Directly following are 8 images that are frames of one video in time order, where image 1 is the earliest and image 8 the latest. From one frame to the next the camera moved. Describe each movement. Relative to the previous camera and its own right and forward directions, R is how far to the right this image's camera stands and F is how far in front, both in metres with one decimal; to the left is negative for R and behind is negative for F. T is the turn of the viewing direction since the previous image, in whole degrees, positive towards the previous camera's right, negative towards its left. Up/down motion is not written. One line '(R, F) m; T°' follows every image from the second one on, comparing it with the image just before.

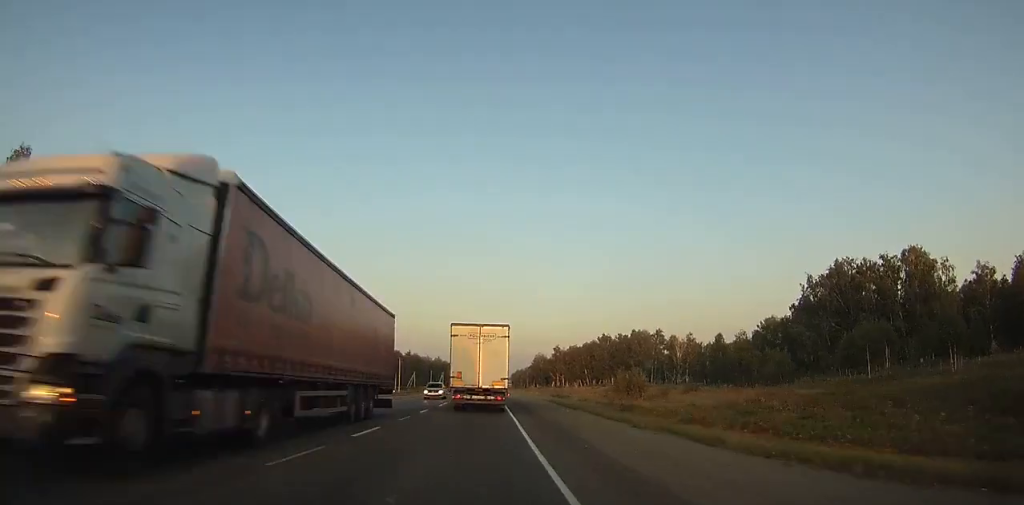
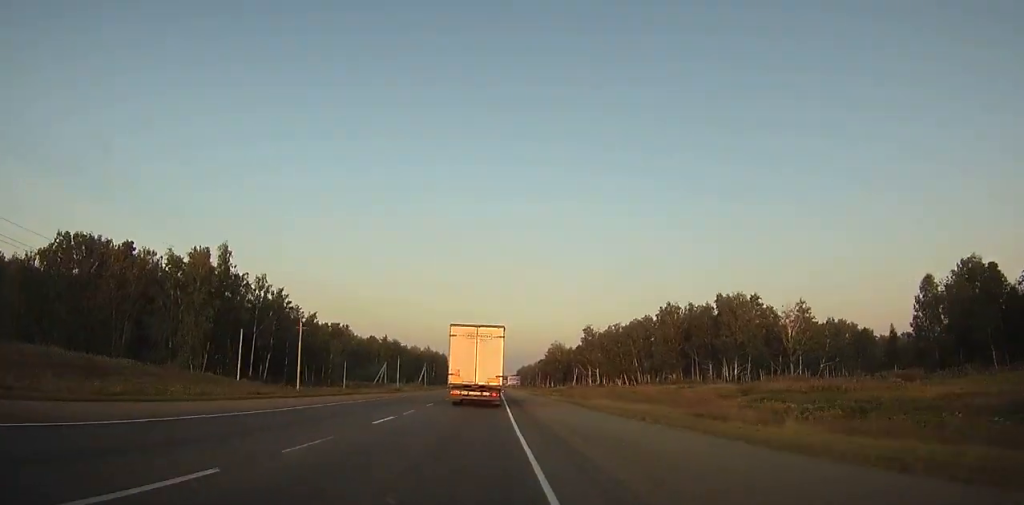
(+0.3, +80.9) m; 0°
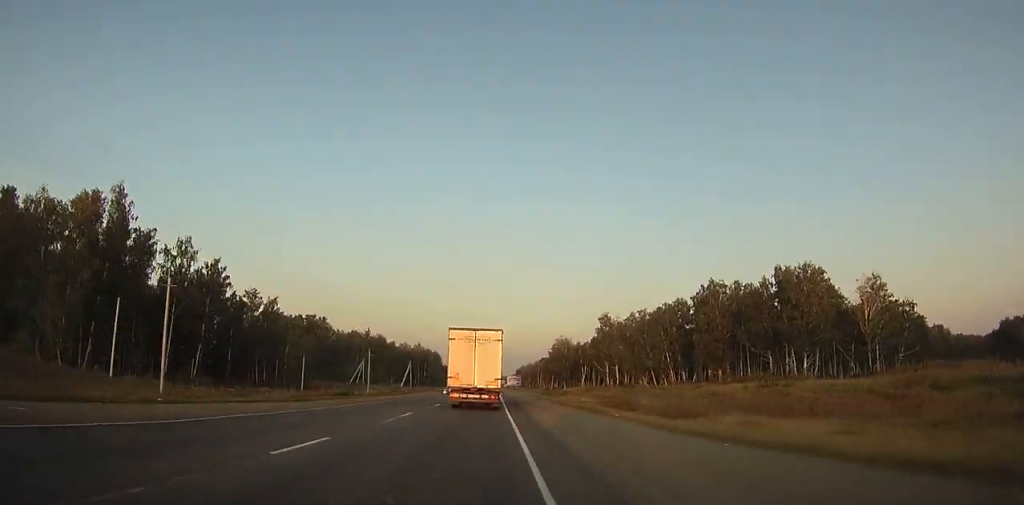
(0.0, +30.2) m; 0°
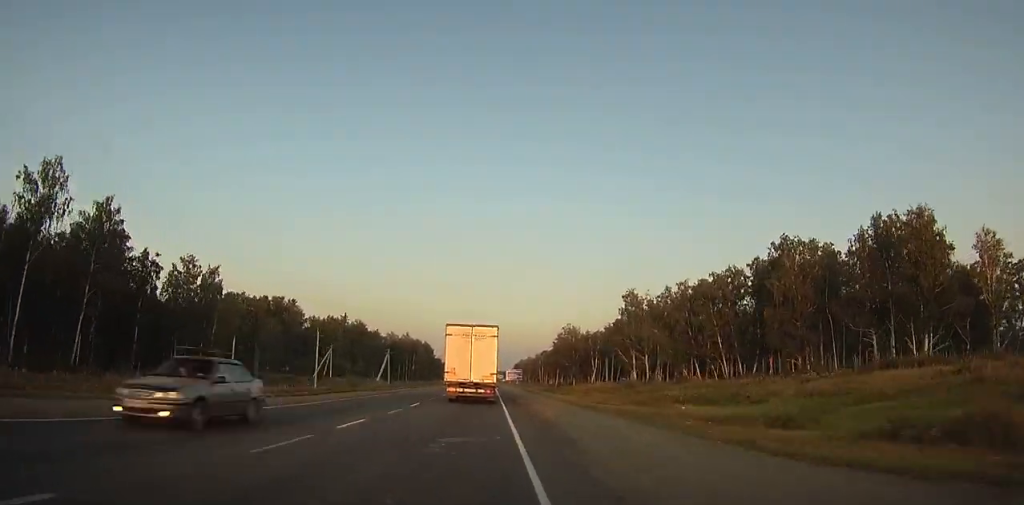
(0.0, +30.3) m; 0°
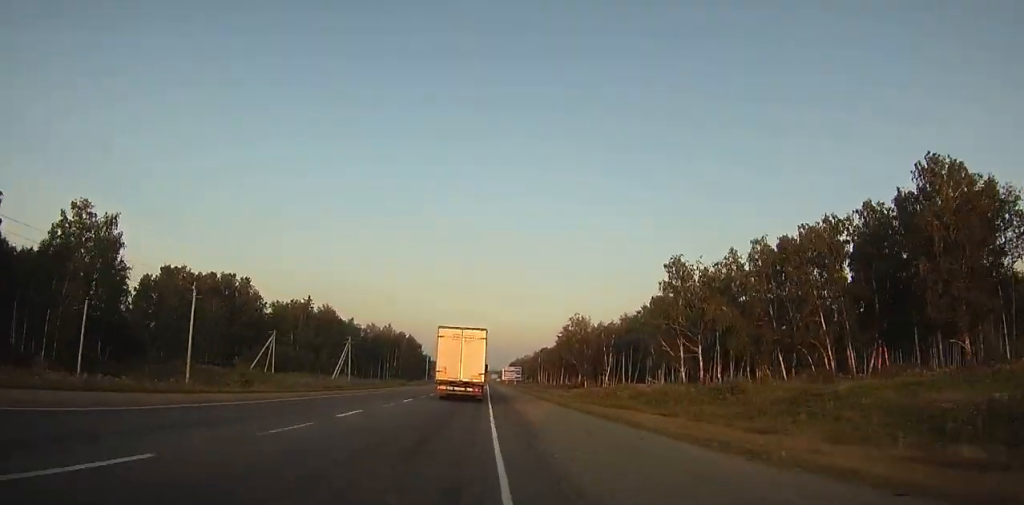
(+0.3, +32.8) m; 0°
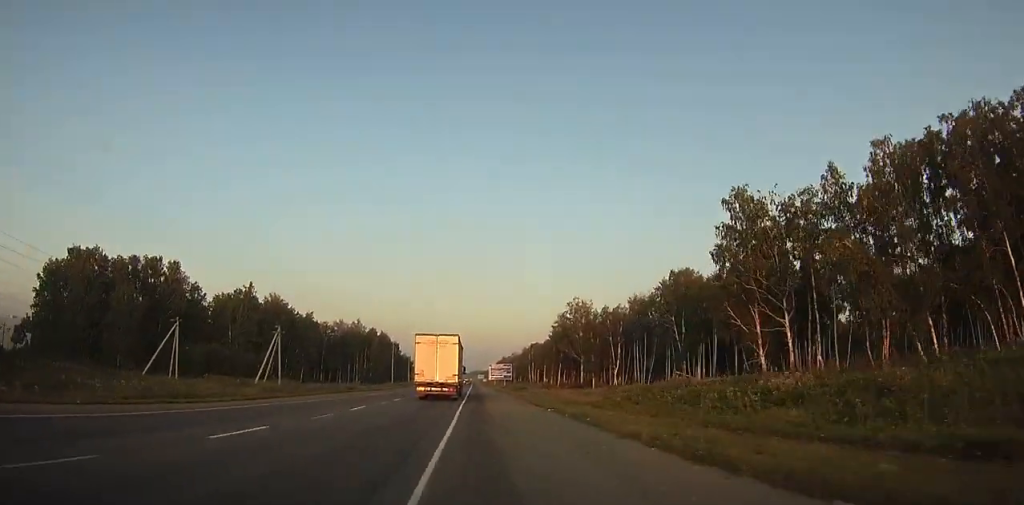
(+0.1, +30.3) m; 0°
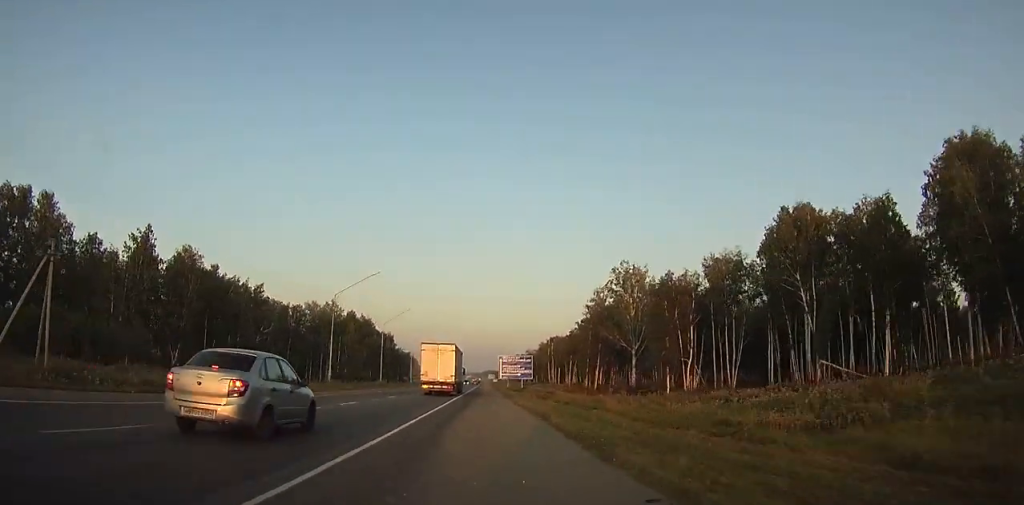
(+0.2, +46.8) m; 0°
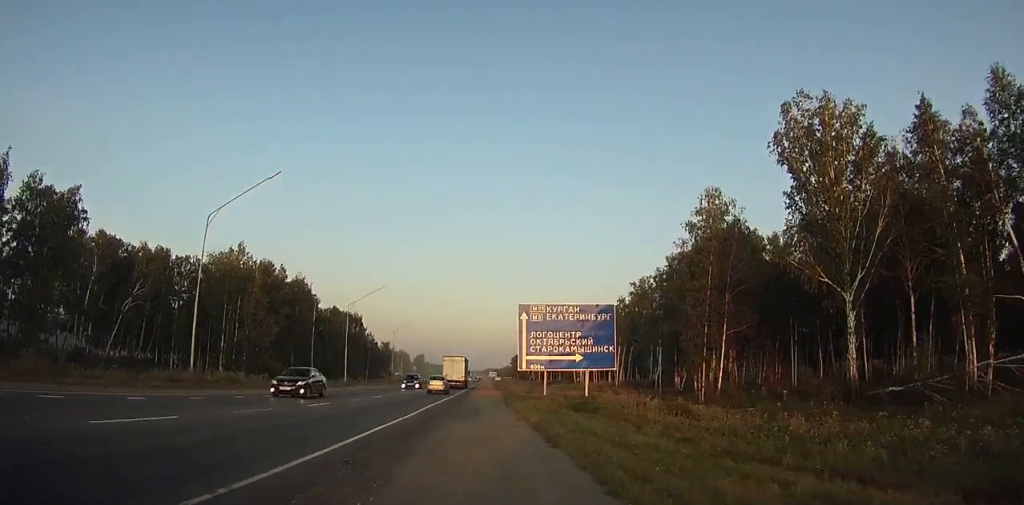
(-0.6, +59.8) m; -2°
